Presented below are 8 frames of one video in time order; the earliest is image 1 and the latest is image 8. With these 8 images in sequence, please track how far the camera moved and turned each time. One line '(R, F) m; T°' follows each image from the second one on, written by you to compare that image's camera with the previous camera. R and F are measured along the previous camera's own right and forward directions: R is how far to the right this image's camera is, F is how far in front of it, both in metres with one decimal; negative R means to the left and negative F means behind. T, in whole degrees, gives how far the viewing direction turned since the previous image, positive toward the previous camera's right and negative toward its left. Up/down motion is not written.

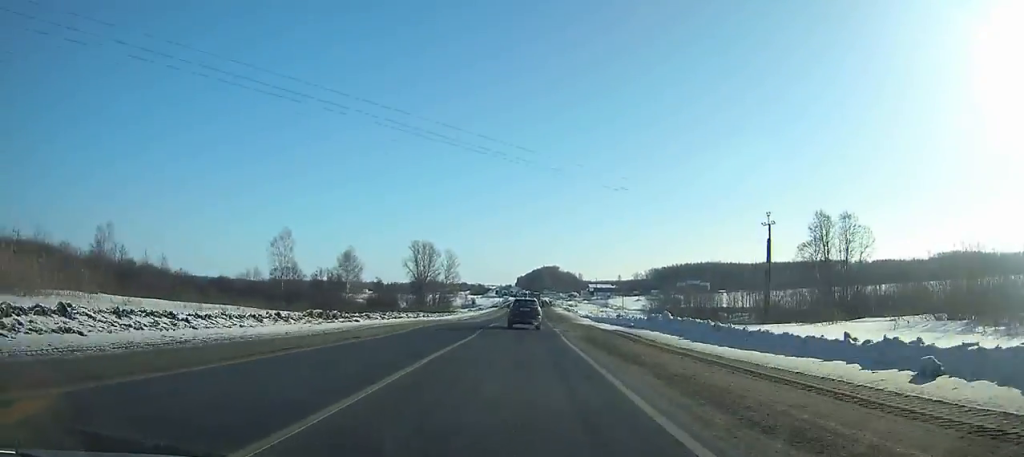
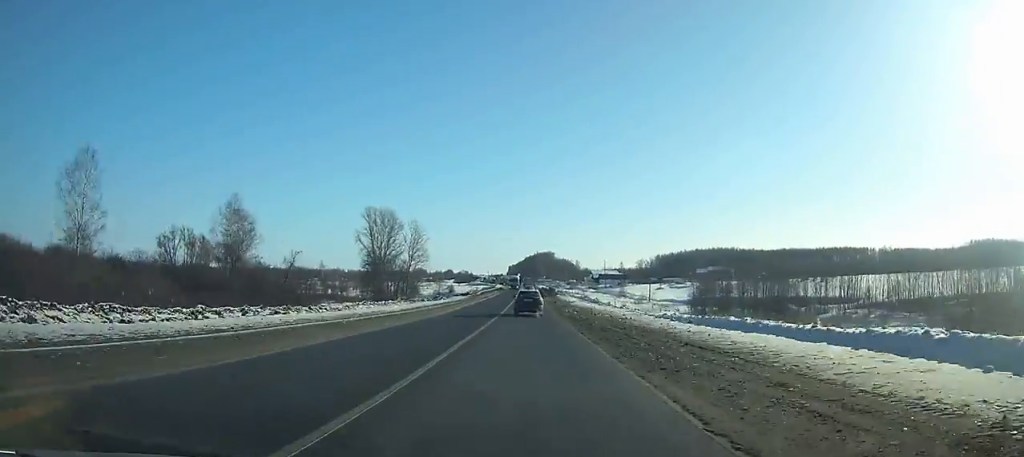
(+0.9, +60.4) m; +2°
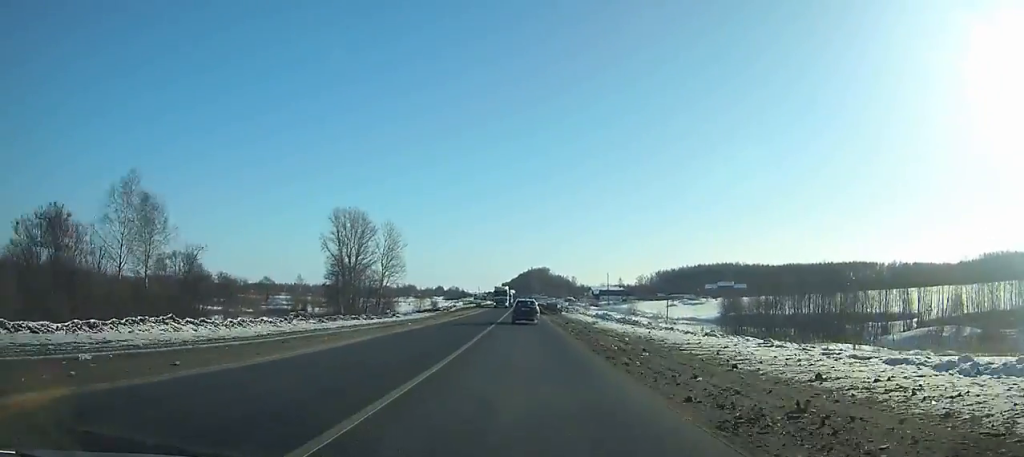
(+0.2, +26.3) m; 0°
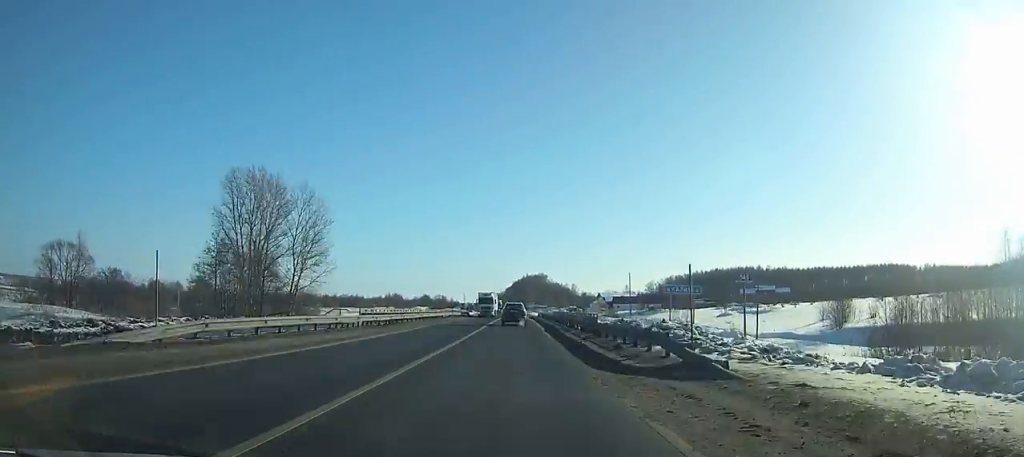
(+0.4, +54.2) m; +1°
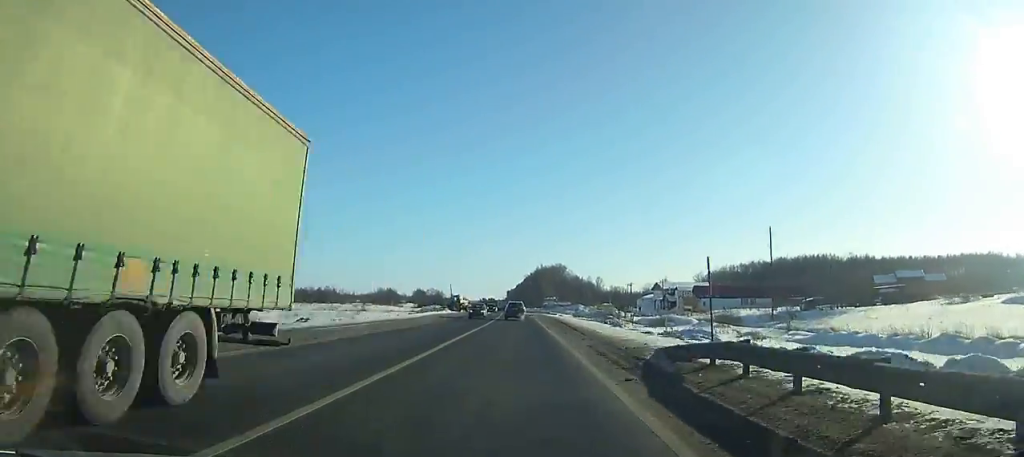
(+0.3, +90.7) m; 0°
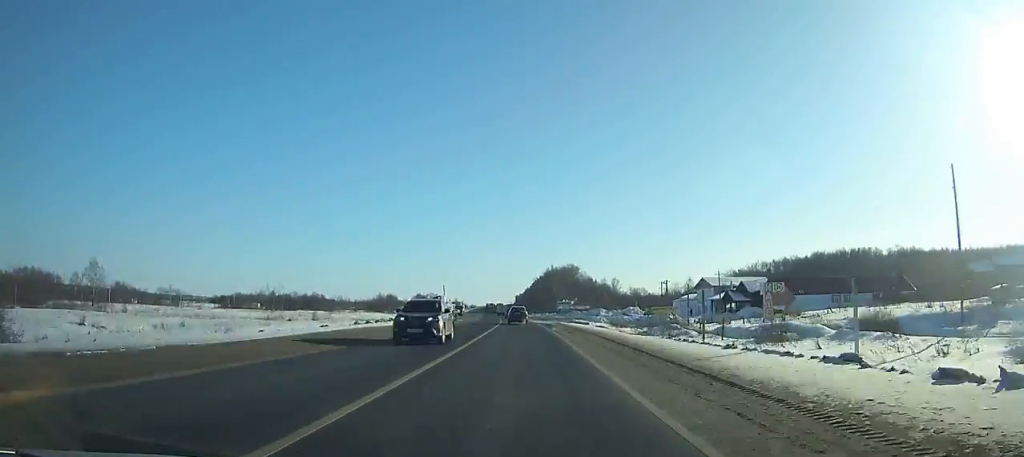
(-0.4, +35.0) m; -1°
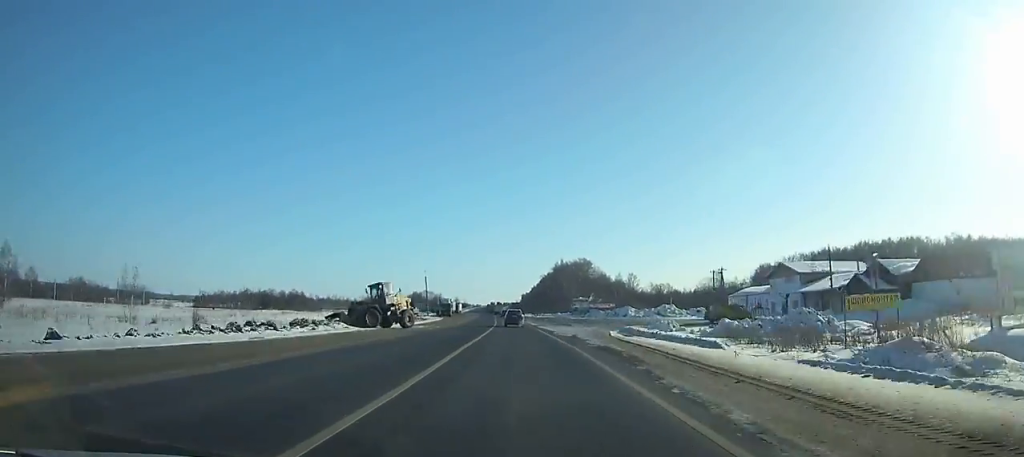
(-0.2, +37.3) m; -1°
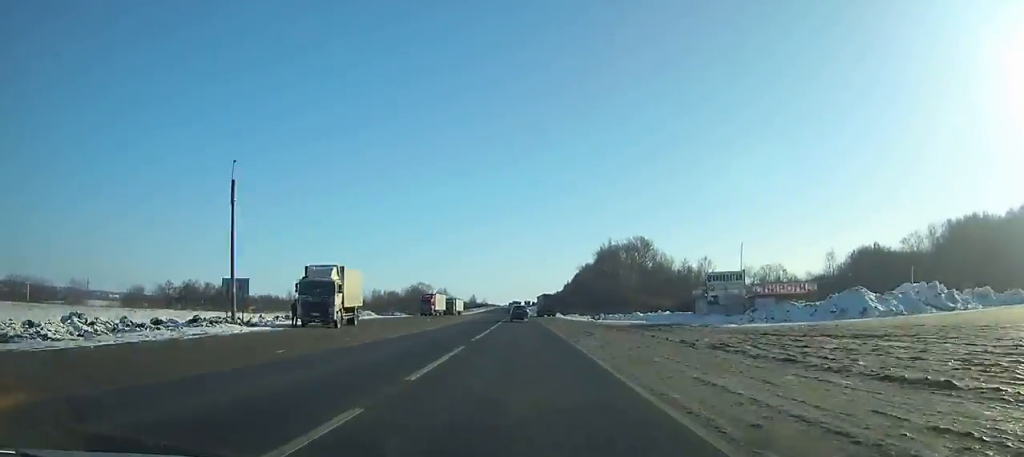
(-2.1, +86.8) m; -3°
